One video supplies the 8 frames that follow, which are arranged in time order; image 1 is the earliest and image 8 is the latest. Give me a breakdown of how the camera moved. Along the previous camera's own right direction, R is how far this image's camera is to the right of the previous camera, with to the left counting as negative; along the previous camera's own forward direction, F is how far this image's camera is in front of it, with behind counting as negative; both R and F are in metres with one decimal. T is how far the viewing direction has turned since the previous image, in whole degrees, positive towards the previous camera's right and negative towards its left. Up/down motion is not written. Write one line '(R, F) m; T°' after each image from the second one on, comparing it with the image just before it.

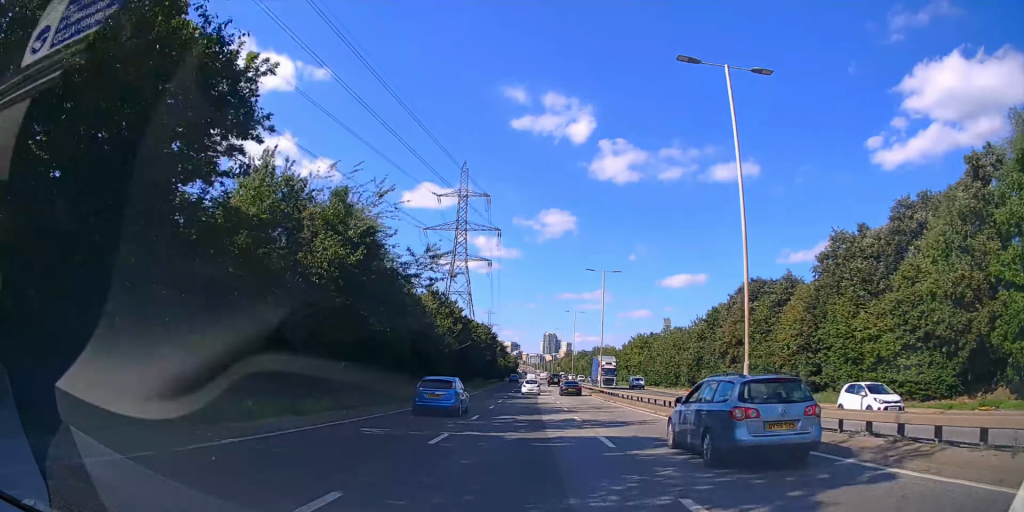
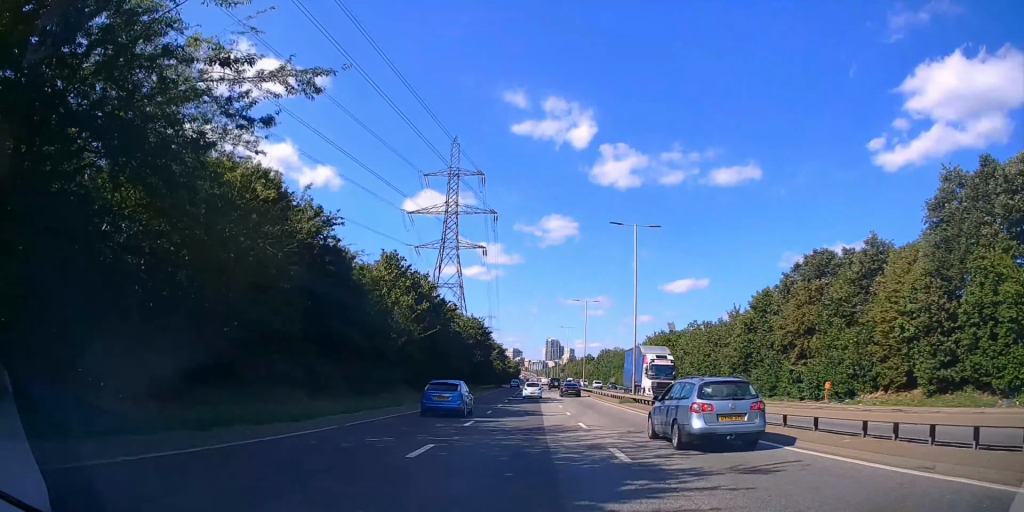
(0.0, +19.2) m; 0°
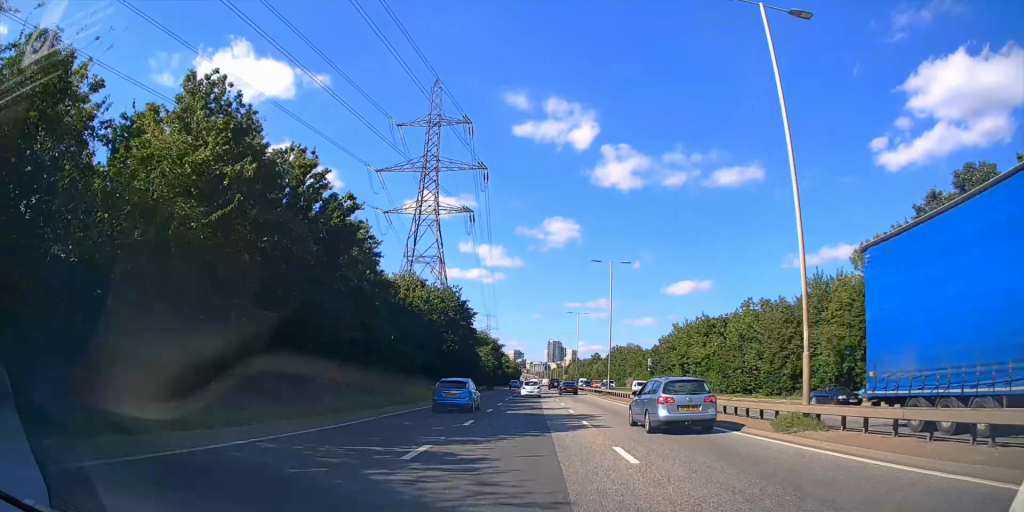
(0.0, +26.2) m; 0°
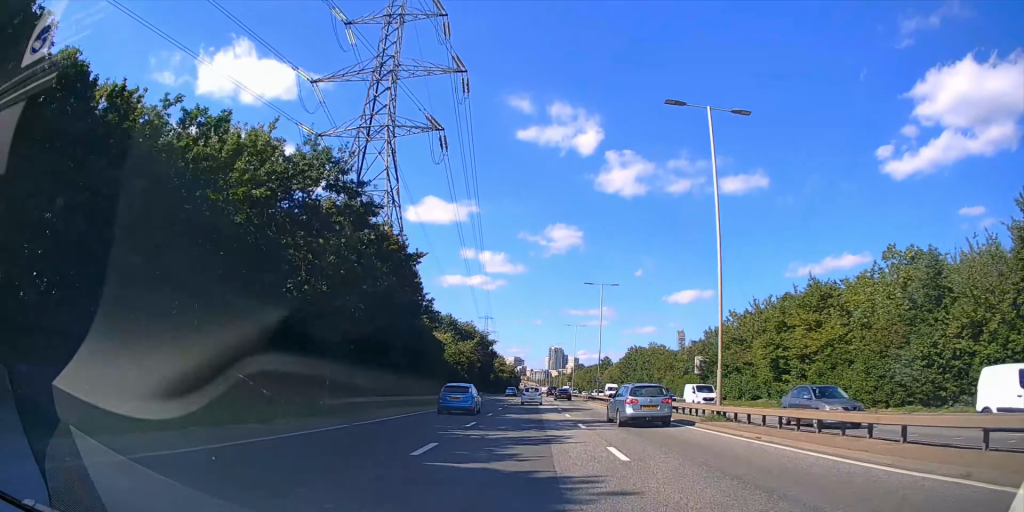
(0.0, +32.4) m; 0°
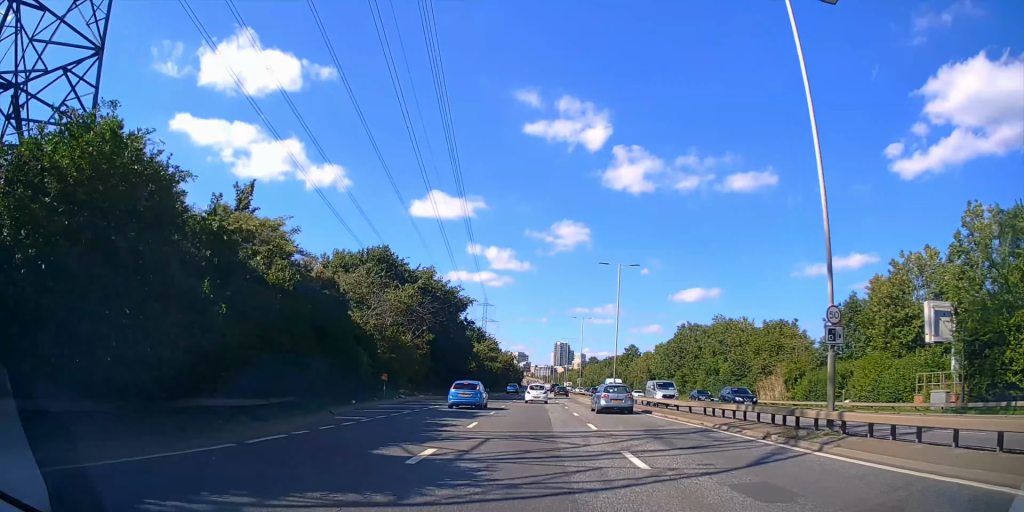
(+0.1, +49.9) m; 0°
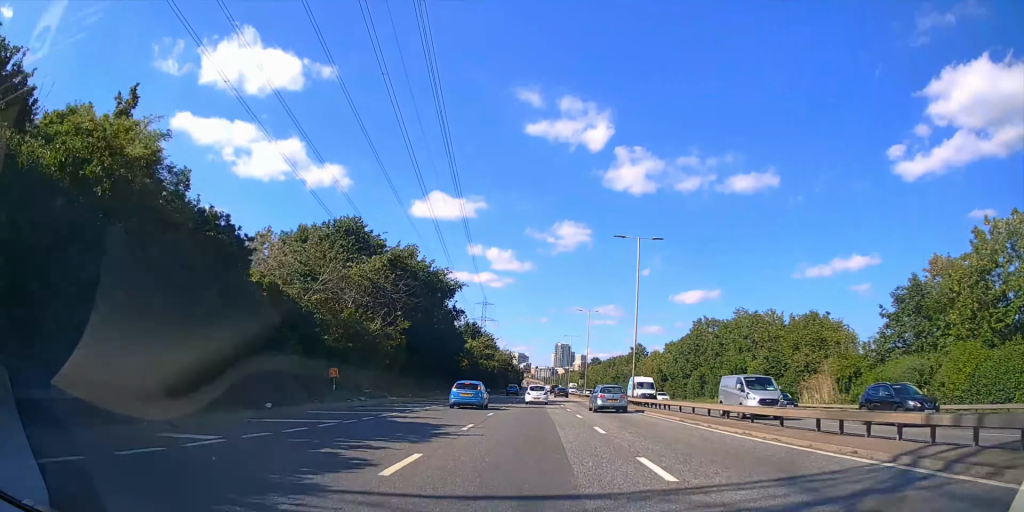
(0.0, +10.2) m; 0°
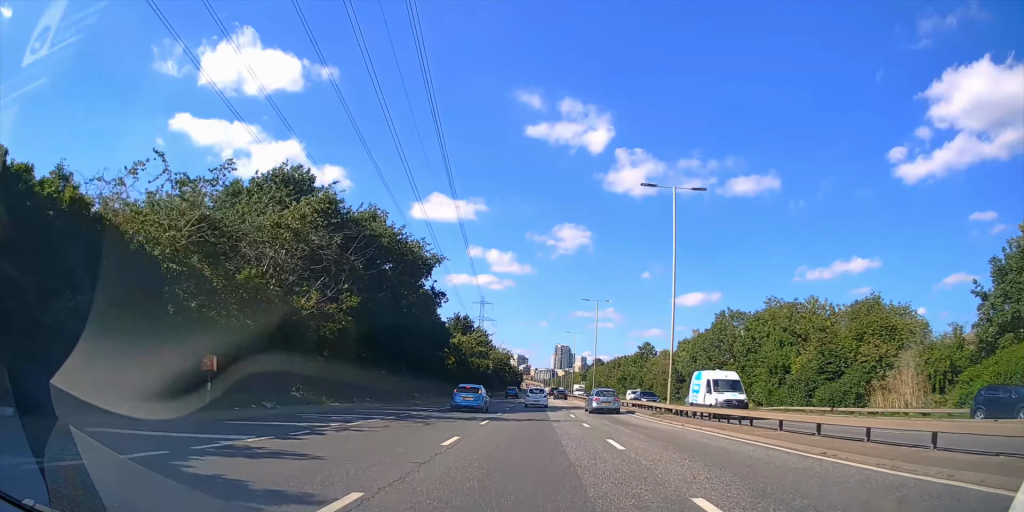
(0.0, +11.5) m; 0°
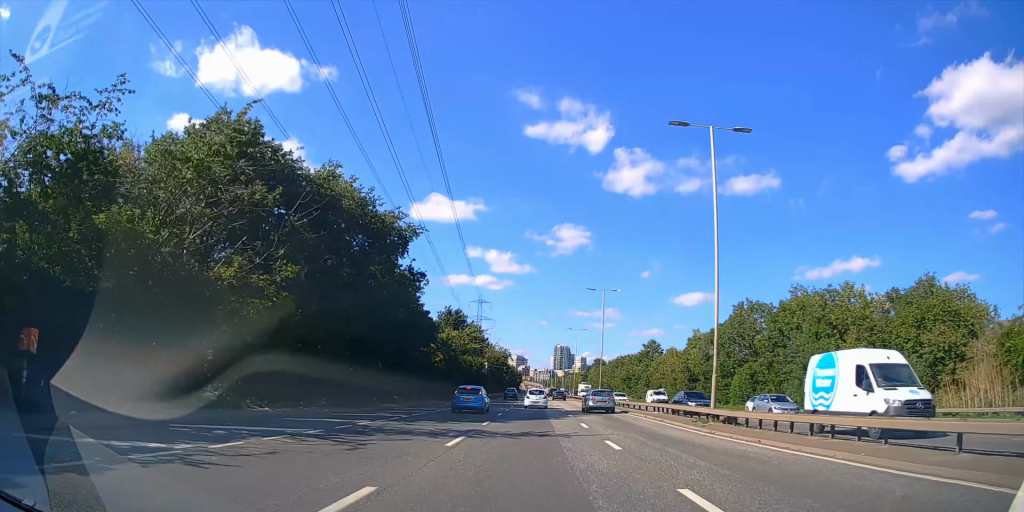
(0.0, +8.1) m; 0°
